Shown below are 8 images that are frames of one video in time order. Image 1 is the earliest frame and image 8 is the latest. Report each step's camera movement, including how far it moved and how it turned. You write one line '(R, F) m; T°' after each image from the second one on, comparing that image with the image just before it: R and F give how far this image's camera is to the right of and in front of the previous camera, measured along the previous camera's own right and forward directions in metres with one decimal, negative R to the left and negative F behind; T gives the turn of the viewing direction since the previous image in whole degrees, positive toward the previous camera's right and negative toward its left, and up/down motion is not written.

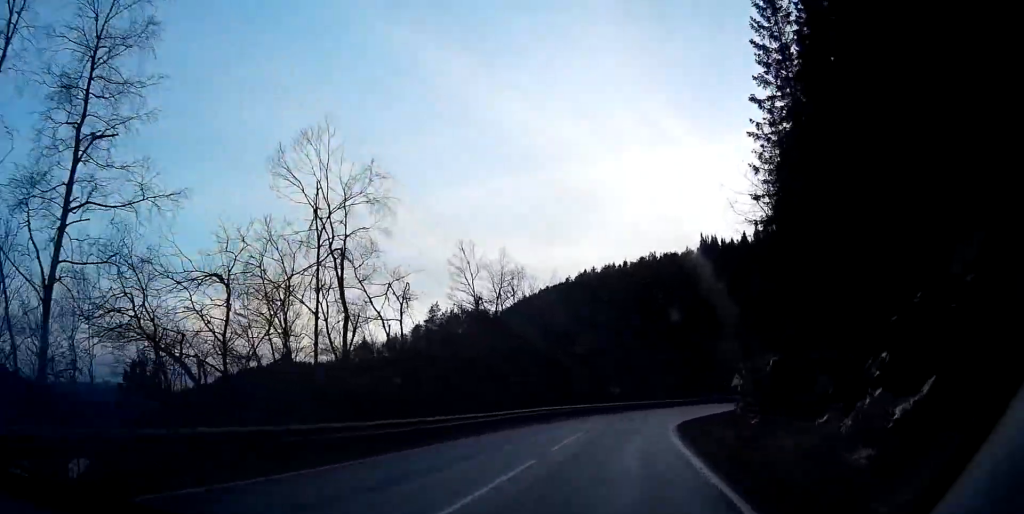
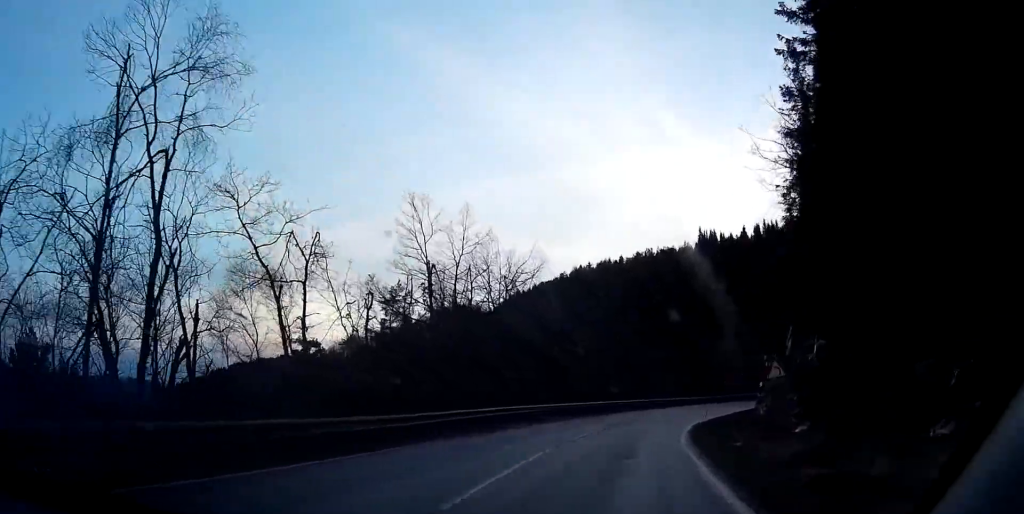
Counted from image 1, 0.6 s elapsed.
(-0.1, +9.7) m; 0°
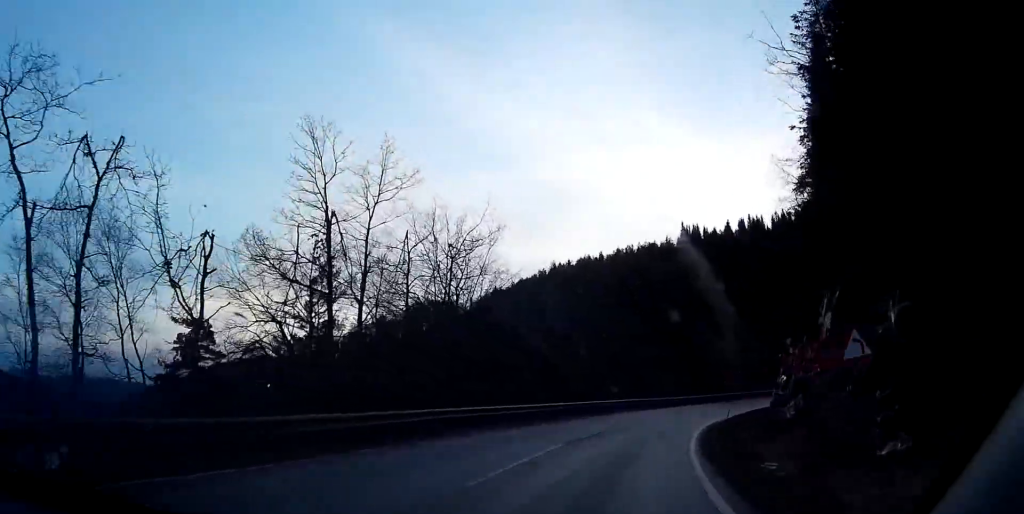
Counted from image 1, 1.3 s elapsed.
(+0.3, +10.0) m; -1°
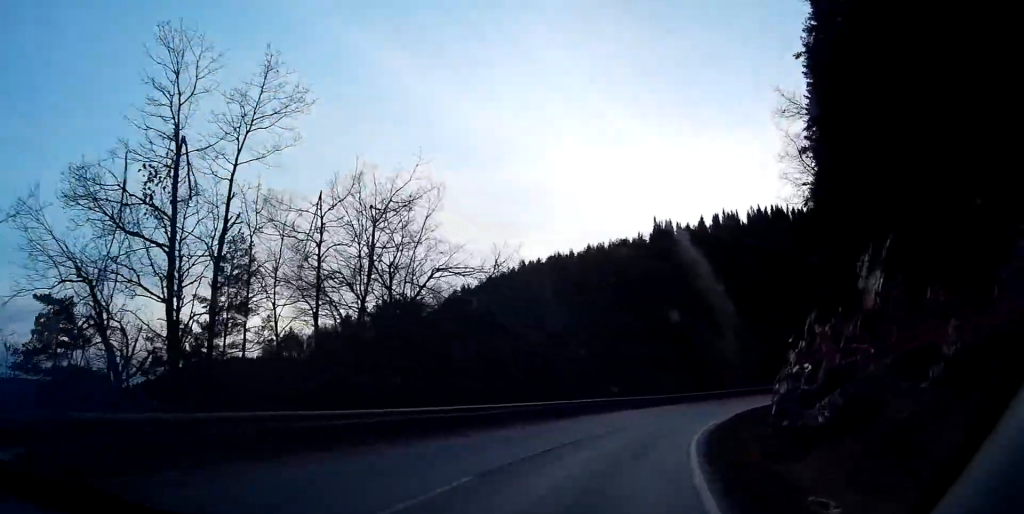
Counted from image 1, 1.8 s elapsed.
(0.0, +8.1) m; +1°
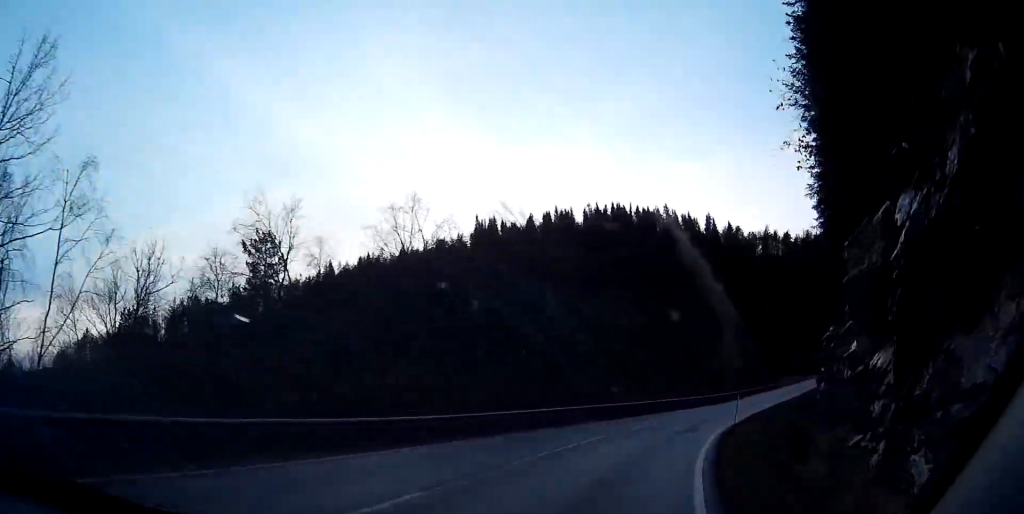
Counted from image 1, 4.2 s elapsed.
(+5.8, +35.2) m; +23°
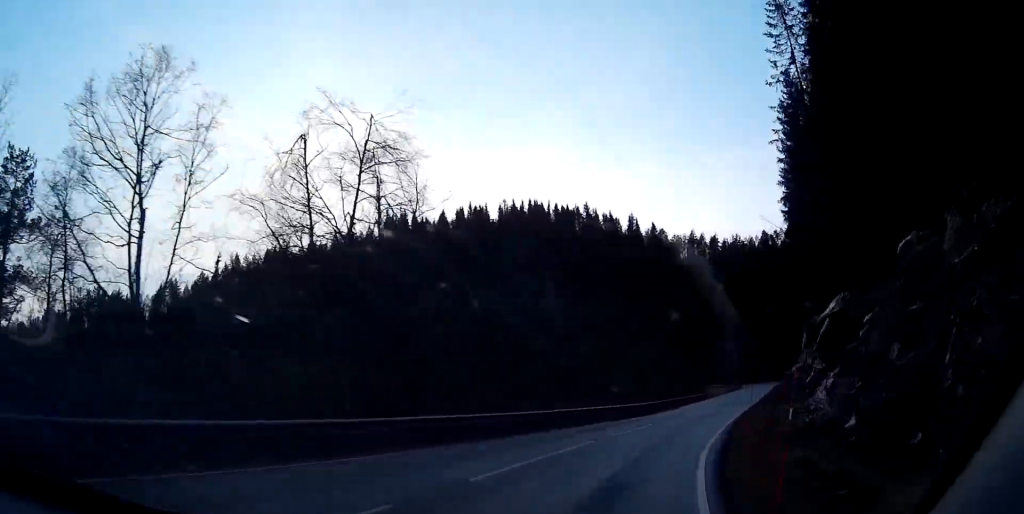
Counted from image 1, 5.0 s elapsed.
(+1.0, +14.0) m; +8°
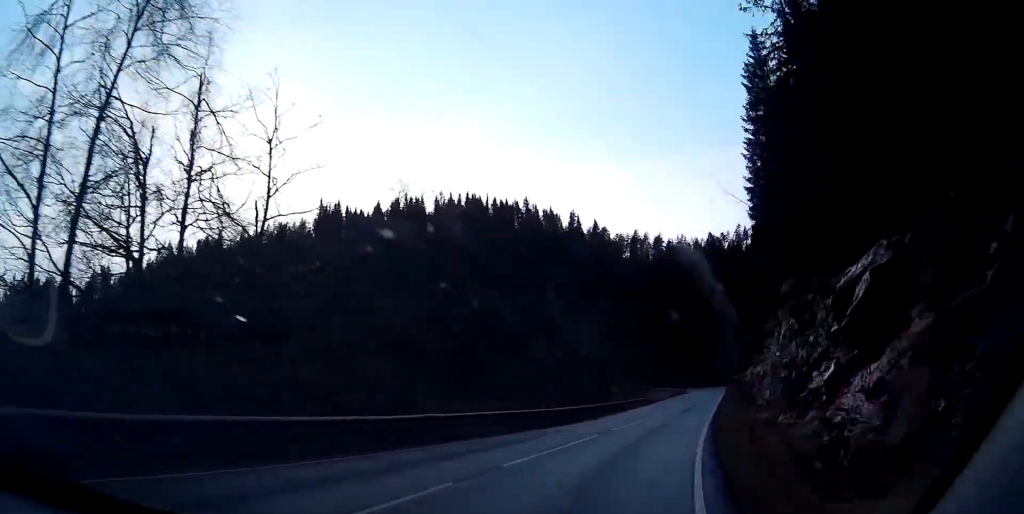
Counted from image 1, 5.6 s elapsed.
(+0.2, +9.9) m; +5°
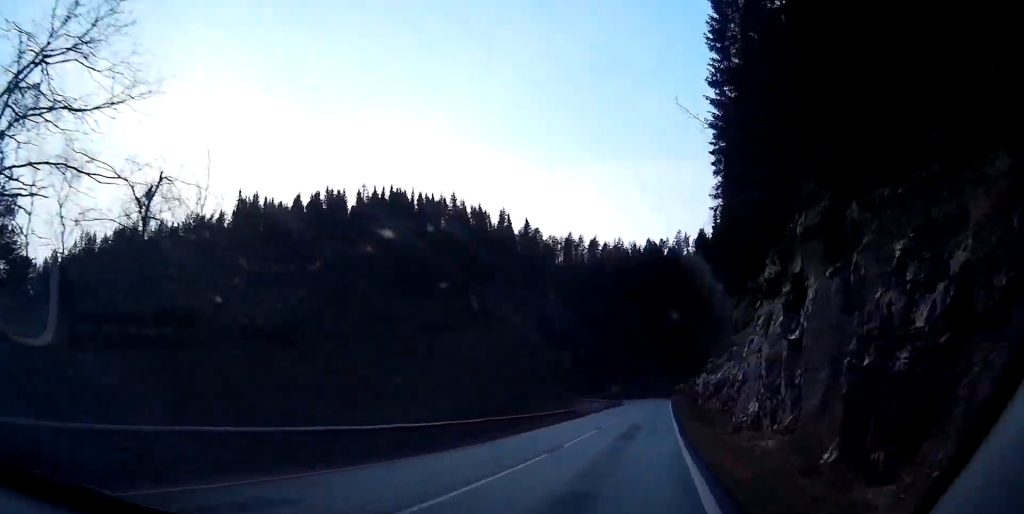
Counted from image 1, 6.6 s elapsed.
(+1.2, +16.6) m; +3°
